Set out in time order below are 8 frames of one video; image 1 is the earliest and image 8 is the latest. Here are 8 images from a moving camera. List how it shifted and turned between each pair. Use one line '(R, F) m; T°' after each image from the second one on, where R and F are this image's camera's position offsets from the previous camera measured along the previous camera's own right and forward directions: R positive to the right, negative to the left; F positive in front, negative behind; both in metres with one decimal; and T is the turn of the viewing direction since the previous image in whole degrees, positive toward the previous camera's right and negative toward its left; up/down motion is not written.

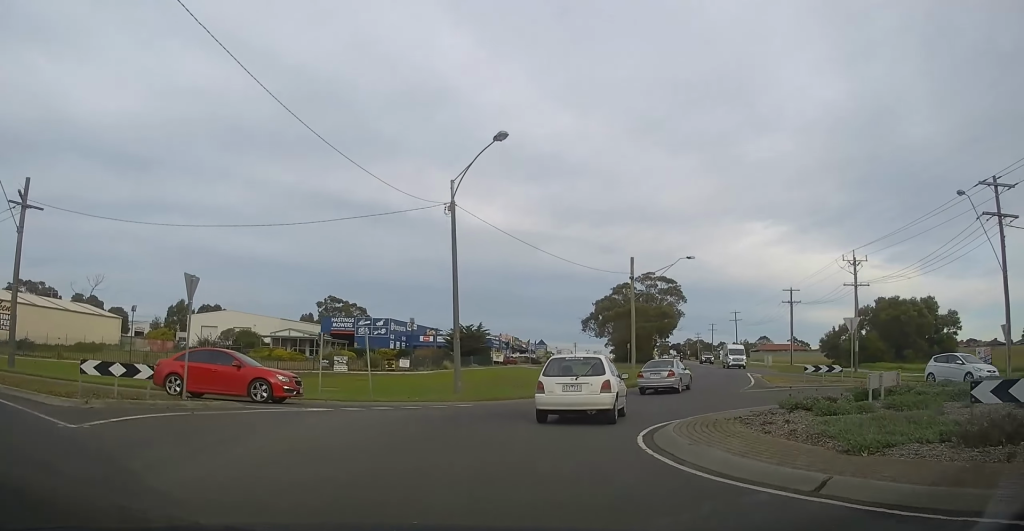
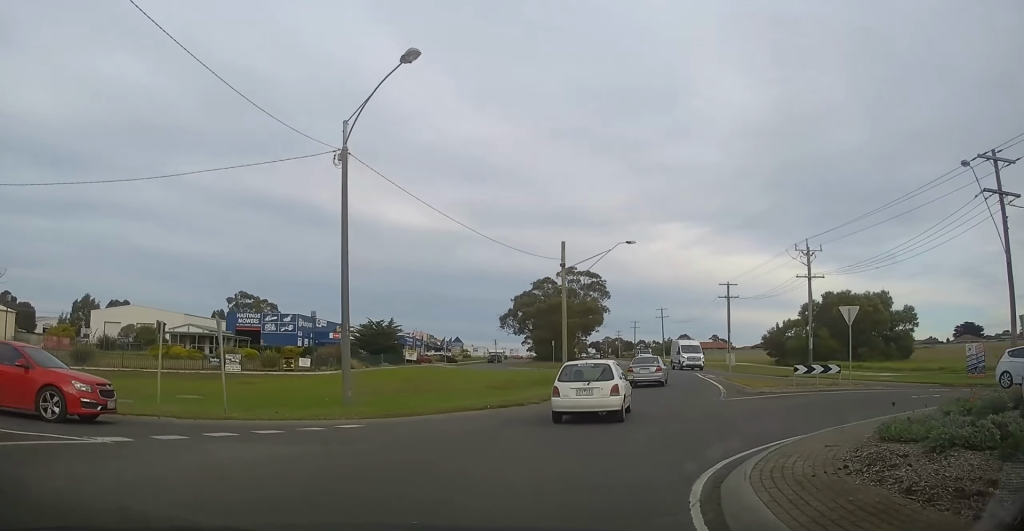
(+0.1, +5.8) m; +3°
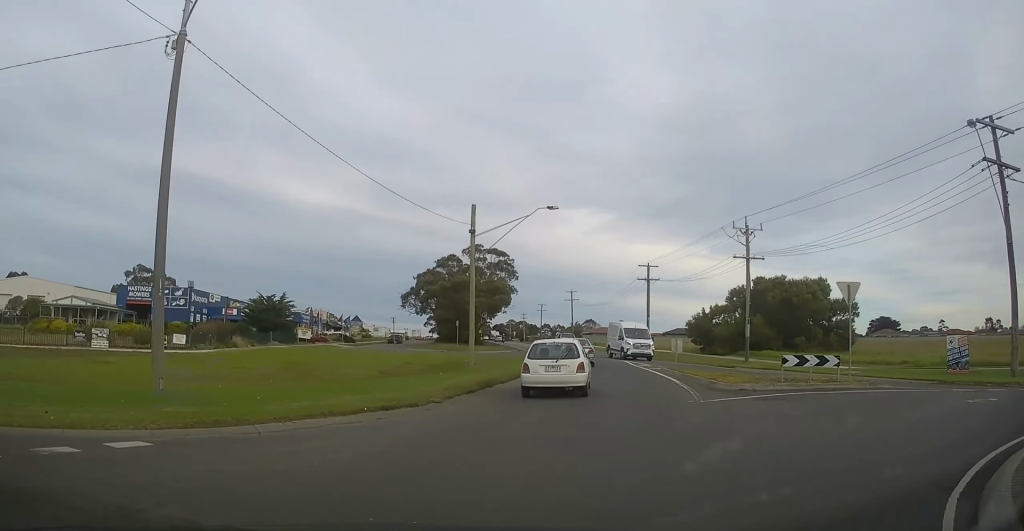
(0.0, +5.9) m; +7°
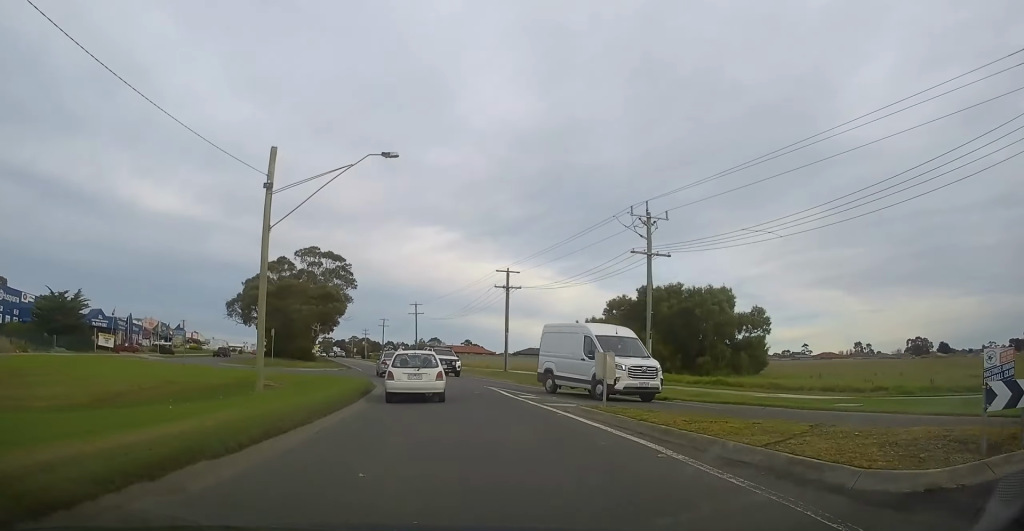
(+1.6, +11.6) m; +13°
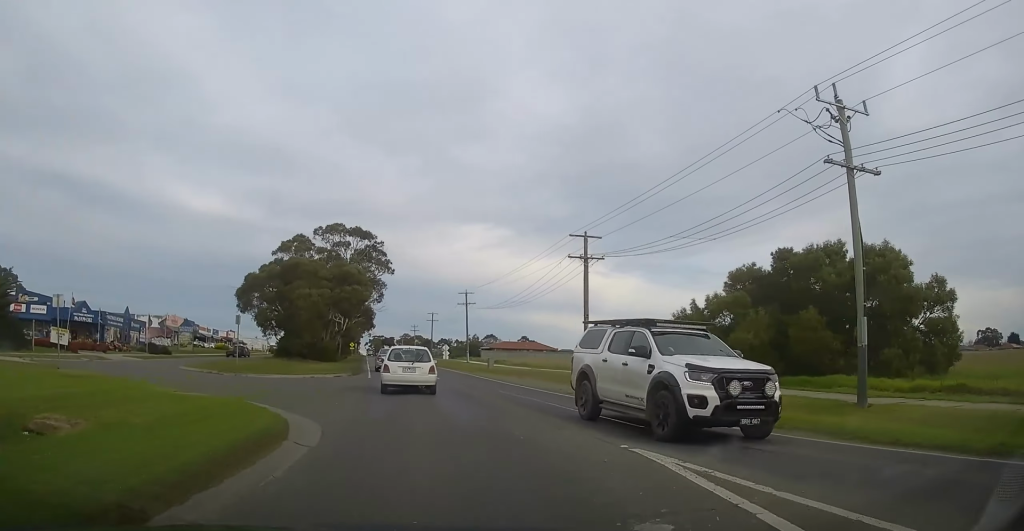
(0.0, +17.1) m; -3°
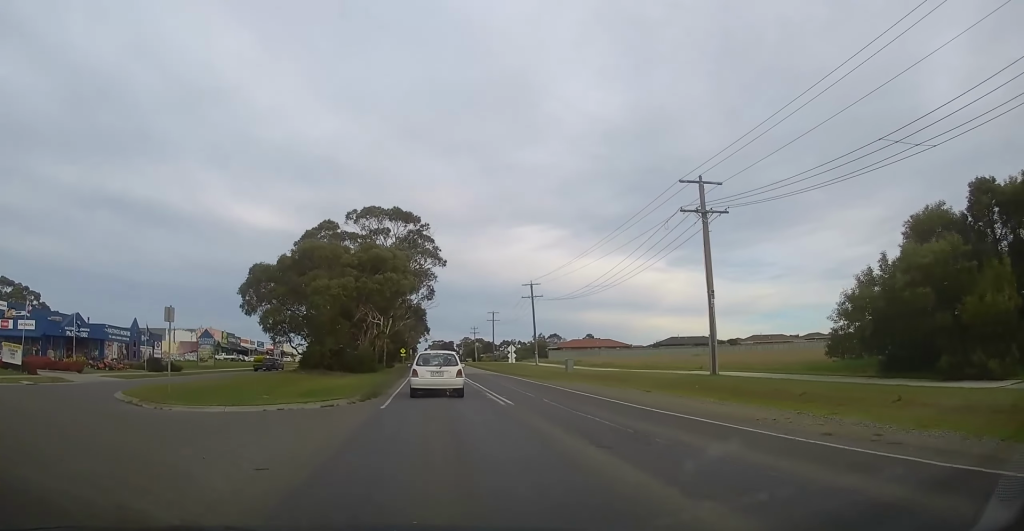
(-0.5, +13.6) m; -3°
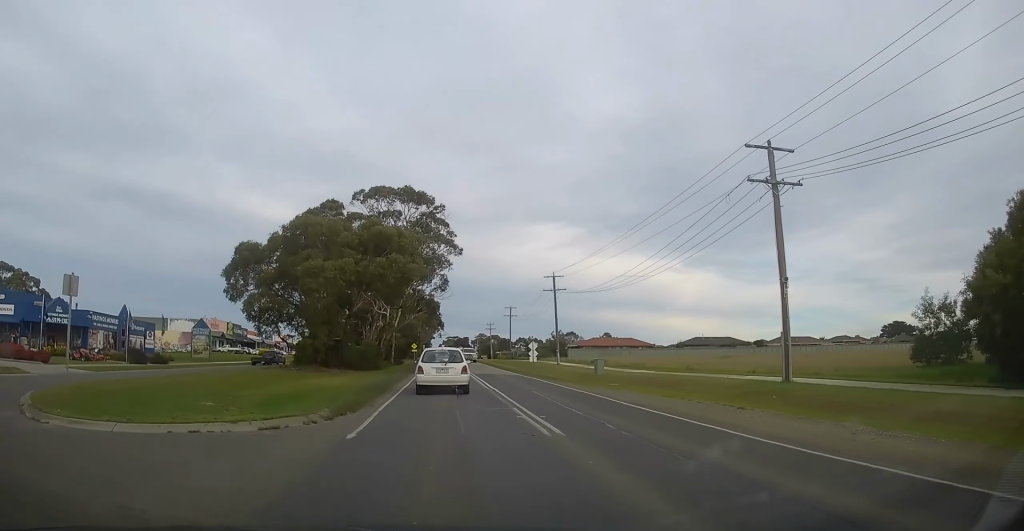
(+0.1, +6.0) m; -1°
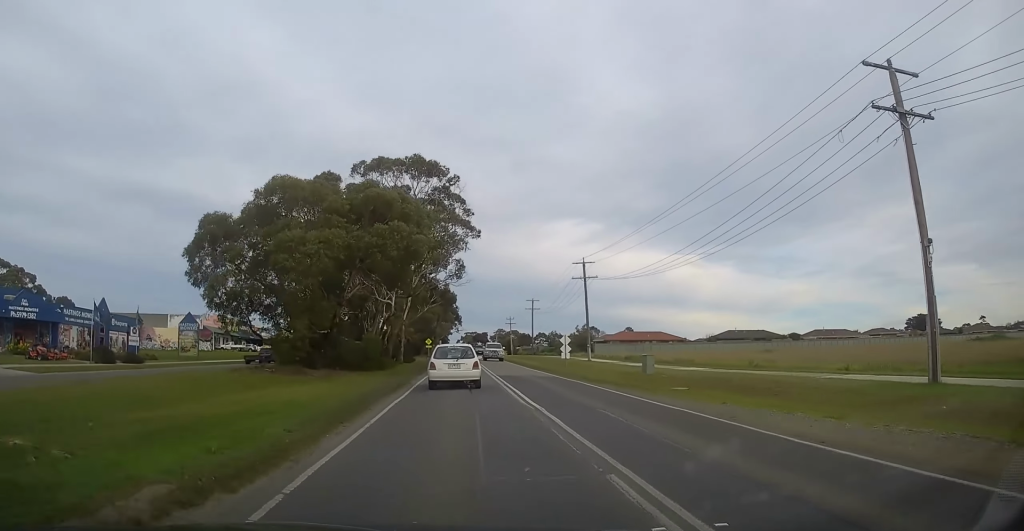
(-0.3, +8.5) m; -2°
